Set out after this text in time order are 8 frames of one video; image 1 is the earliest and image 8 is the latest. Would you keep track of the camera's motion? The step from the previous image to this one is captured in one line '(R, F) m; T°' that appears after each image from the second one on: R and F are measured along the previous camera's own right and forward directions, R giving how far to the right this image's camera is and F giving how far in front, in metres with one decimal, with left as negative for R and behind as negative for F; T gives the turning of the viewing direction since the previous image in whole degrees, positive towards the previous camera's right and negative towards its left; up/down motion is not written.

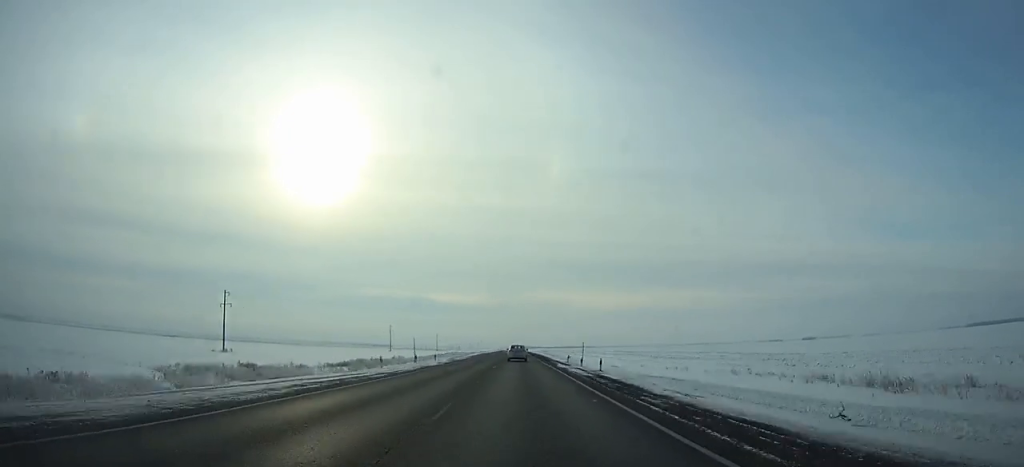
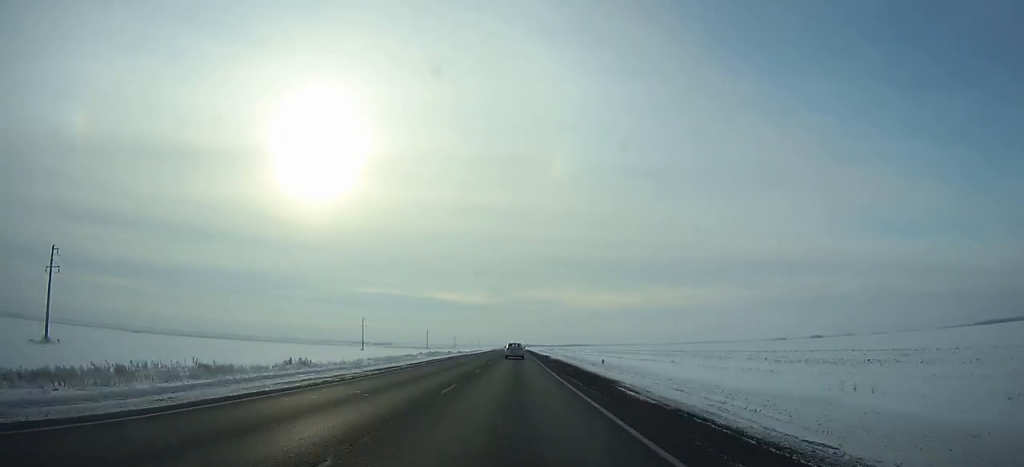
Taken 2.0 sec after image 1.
(-0.2, +55.3) m; 0°
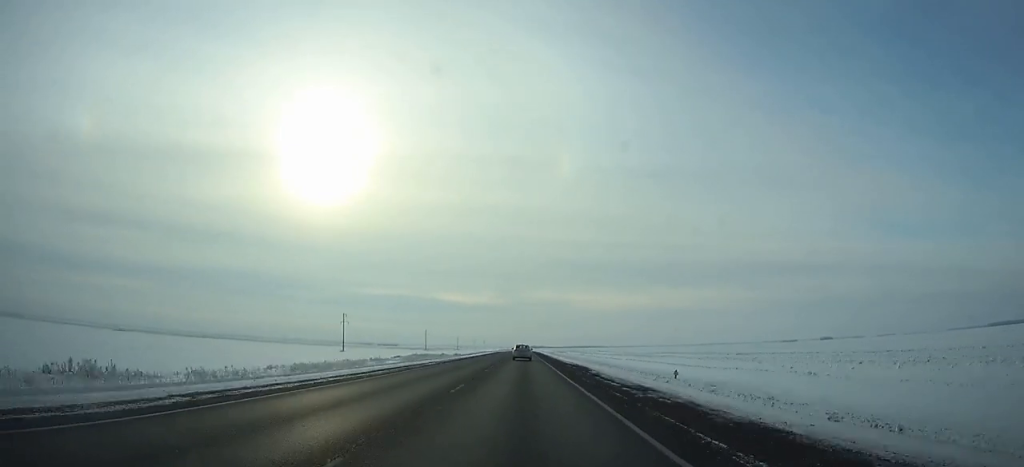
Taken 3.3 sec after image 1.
(-0.1, +35.9) m; 0°
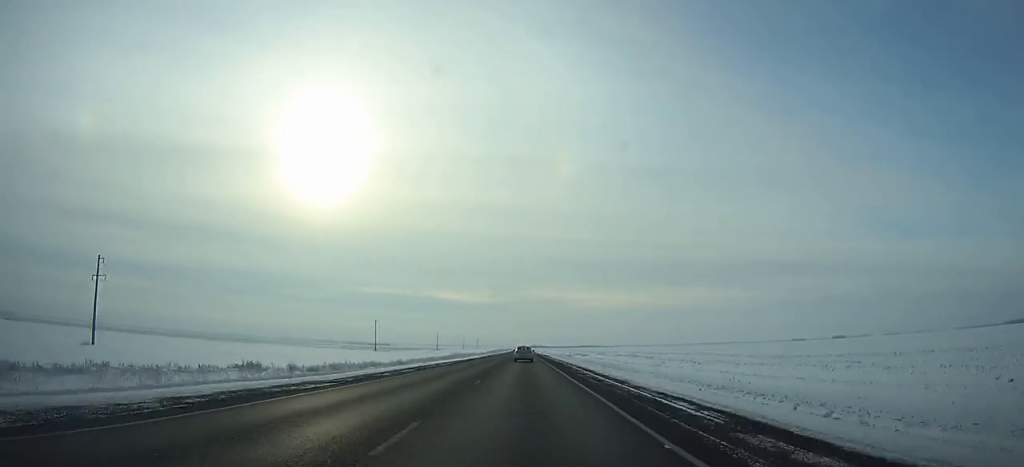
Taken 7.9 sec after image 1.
(+0.5, +128.9) m; 0°
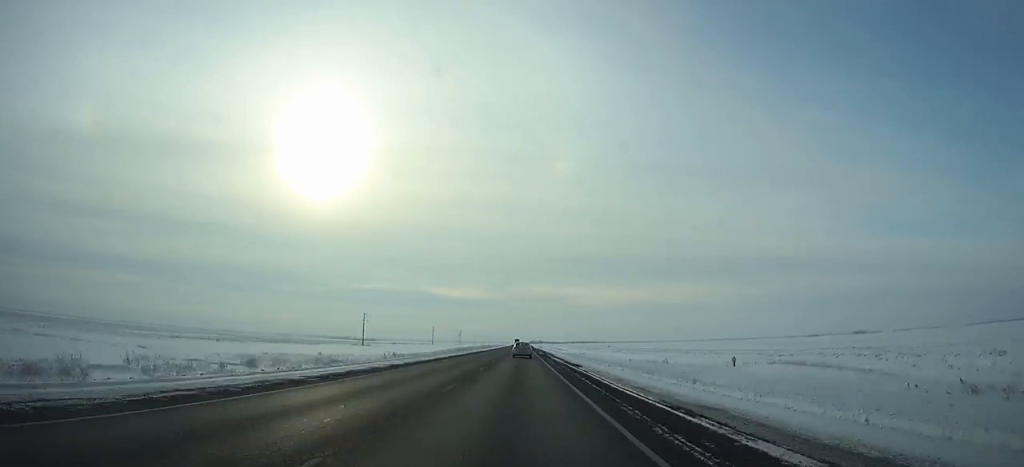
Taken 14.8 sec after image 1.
(+0.3, +194.5) m; 0°
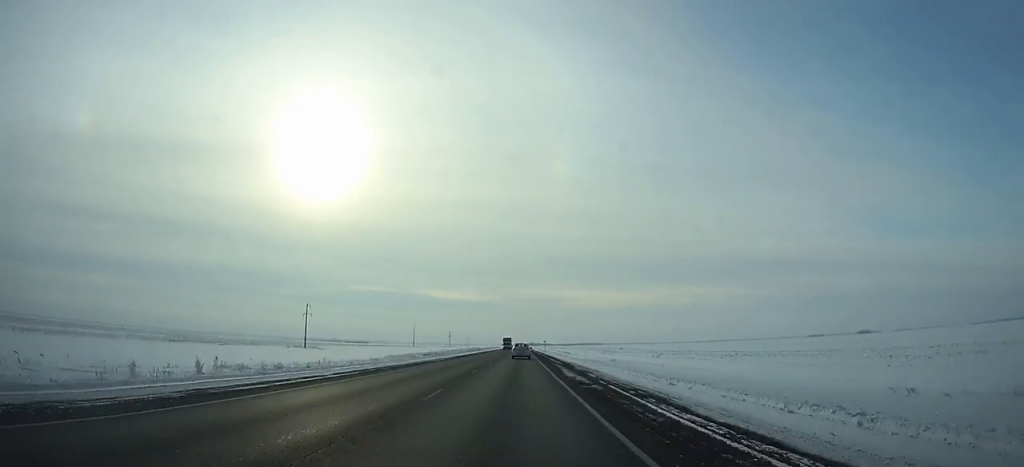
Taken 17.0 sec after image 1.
(0.0, +62.0) m; 0°
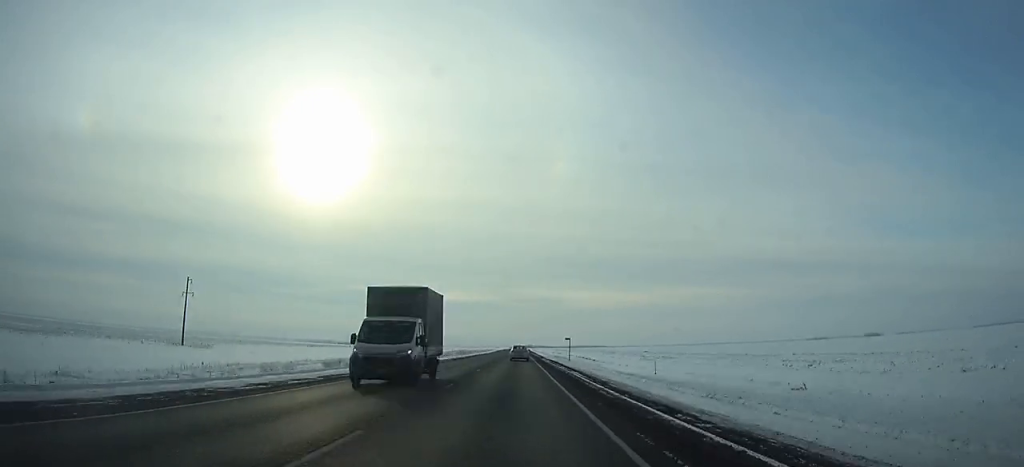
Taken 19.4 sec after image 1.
(0.0, +67.7) m; 0°
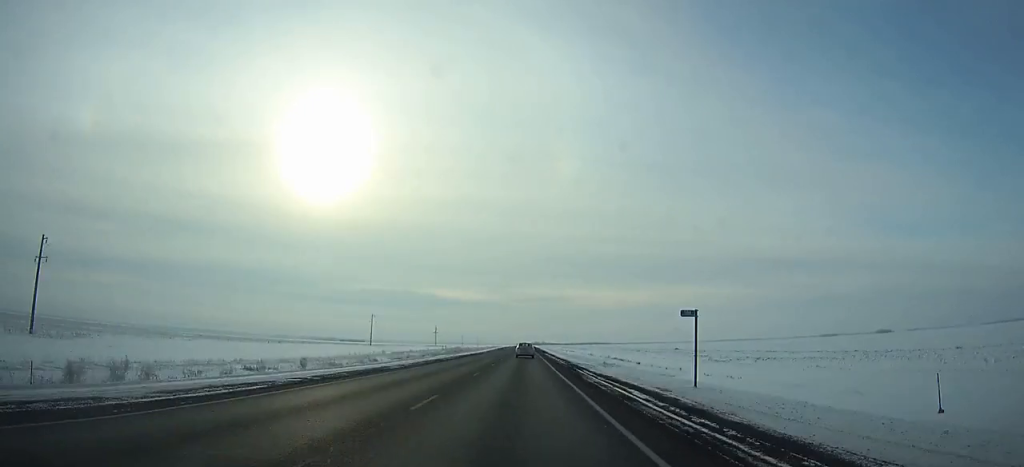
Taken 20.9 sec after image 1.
(-0.1, +42.4) m; 0°
